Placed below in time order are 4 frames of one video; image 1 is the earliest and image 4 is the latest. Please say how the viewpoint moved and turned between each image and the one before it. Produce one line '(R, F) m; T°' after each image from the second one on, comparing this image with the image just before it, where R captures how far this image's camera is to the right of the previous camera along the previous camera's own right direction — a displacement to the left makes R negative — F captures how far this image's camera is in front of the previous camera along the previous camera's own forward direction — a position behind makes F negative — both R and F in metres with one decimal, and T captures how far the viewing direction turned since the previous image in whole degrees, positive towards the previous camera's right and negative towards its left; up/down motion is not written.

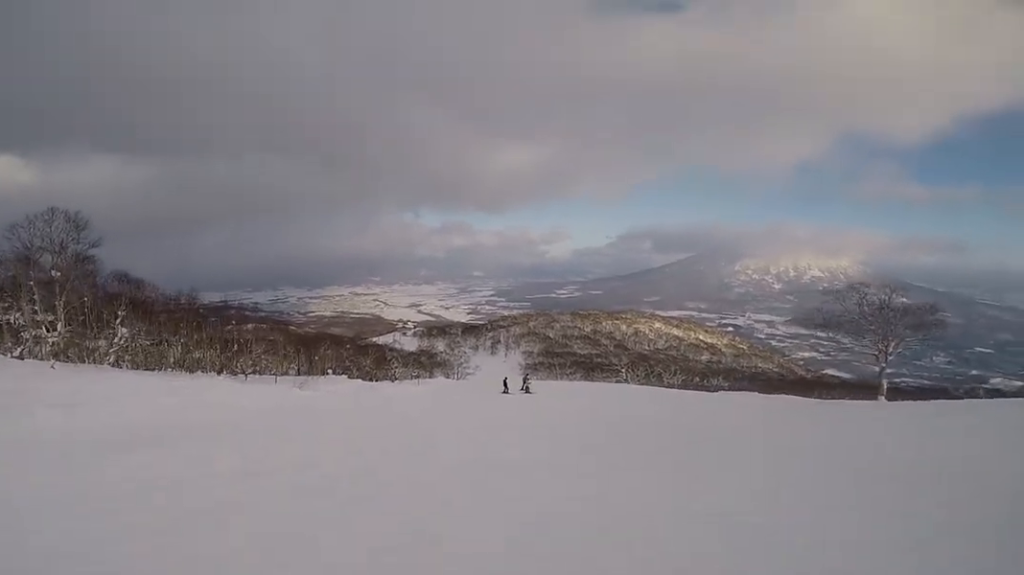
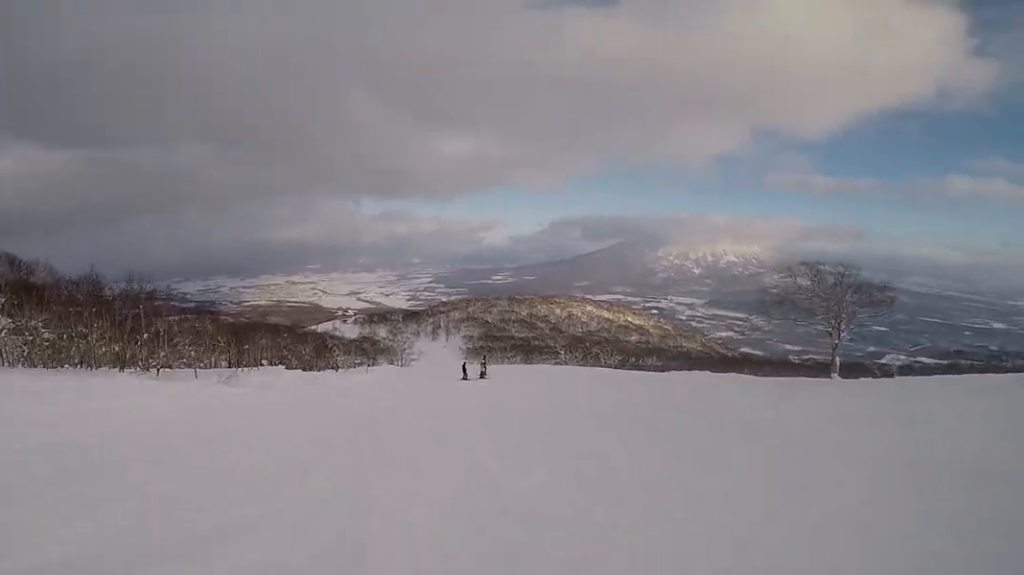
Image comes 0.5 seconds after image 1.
(+0.1, +3.4) m; +6°
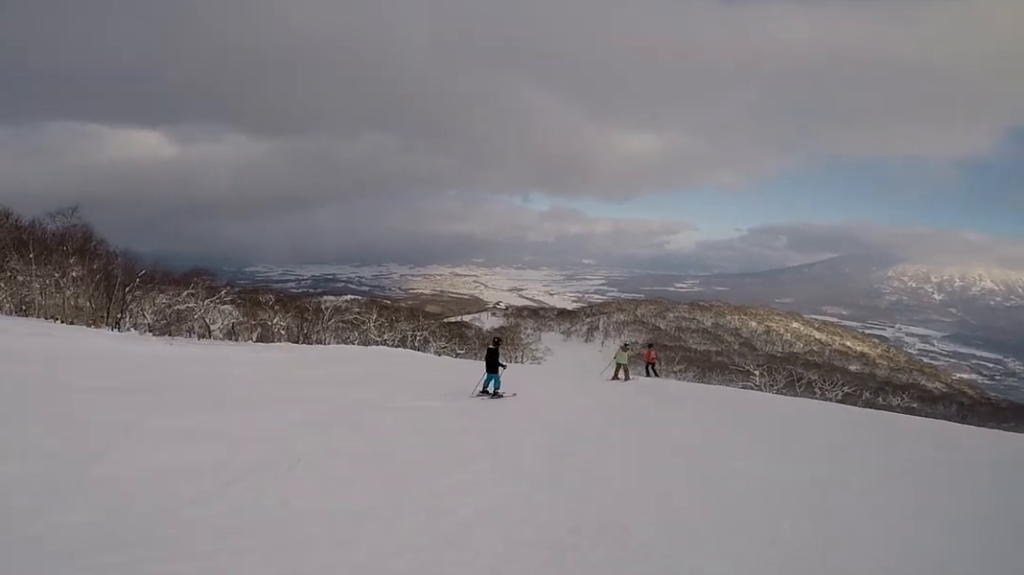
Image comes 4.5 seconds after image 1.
(-2.7, +23.8) m; -50°
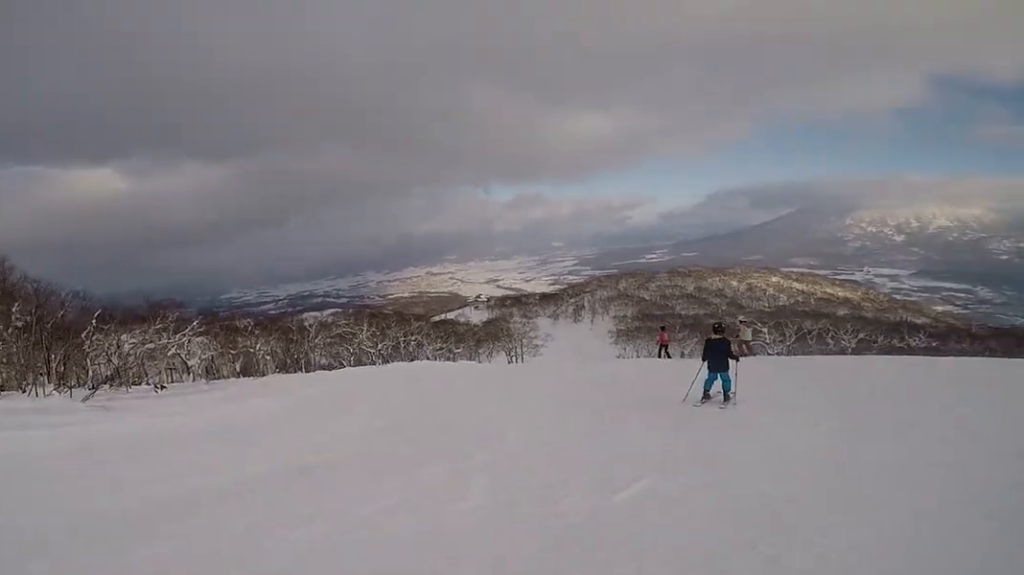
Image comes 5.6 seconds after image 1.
(-0.5, +5.1) m; +11°
